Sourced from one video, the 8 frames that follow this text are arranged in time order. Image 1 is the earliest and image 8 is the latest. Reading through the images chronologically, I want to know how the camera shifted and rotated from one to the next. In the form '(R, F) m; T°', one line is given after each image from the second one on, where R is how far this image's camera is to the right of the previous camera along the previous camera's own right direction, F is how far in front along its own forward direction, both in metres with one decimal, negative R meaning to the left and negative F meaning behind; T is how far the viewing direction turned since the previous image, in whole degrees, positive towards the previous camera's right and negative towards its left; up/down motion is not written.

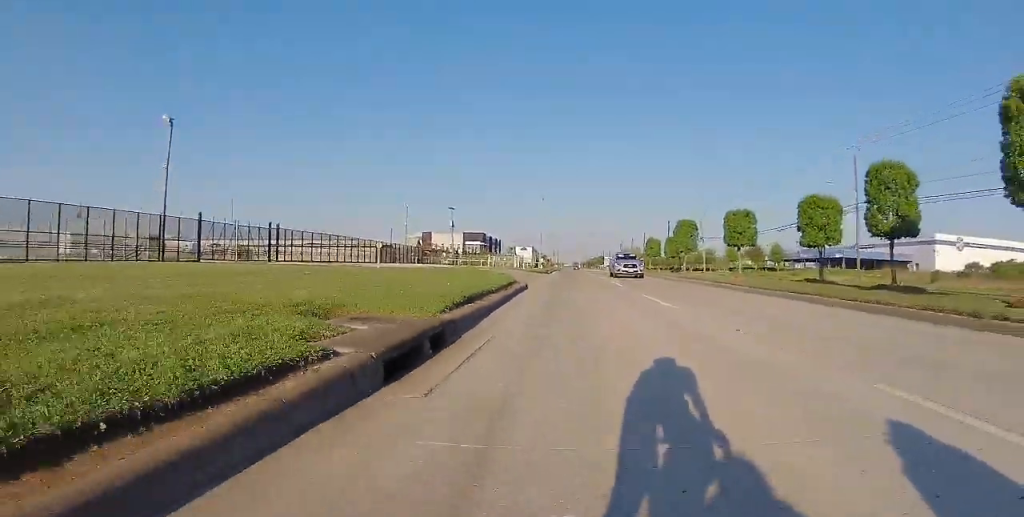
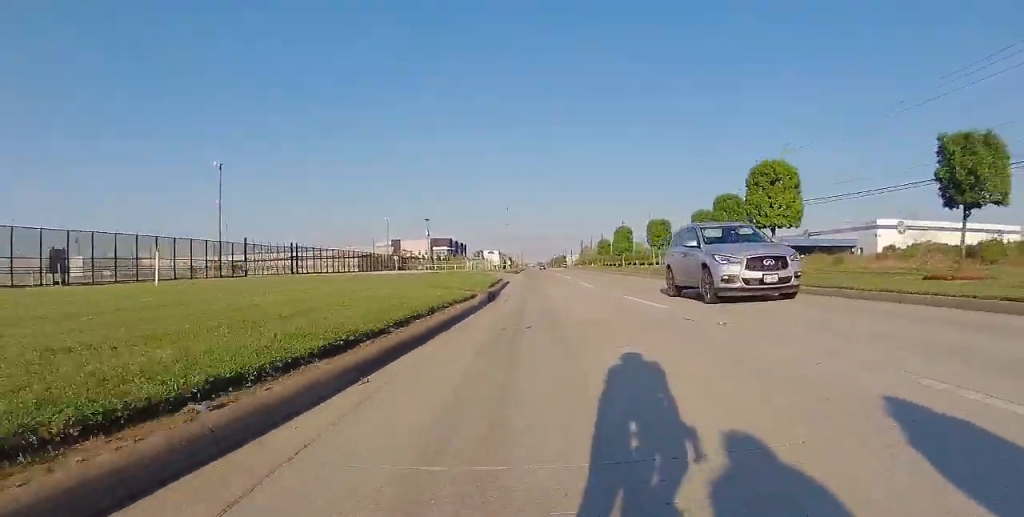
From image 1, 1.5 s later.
(+0.2, +11.7) m; +1°
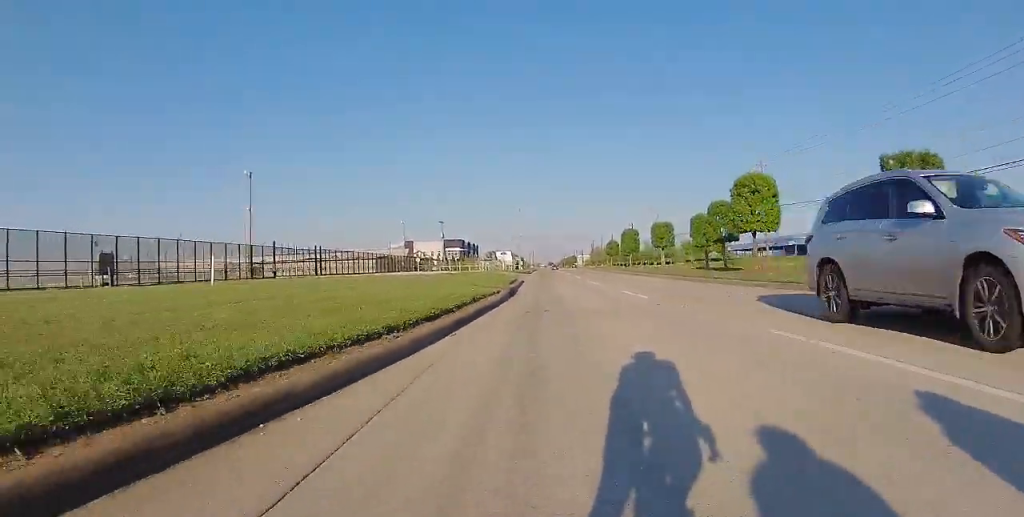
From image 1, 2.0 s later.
(0.0, +3.2) m; 0°
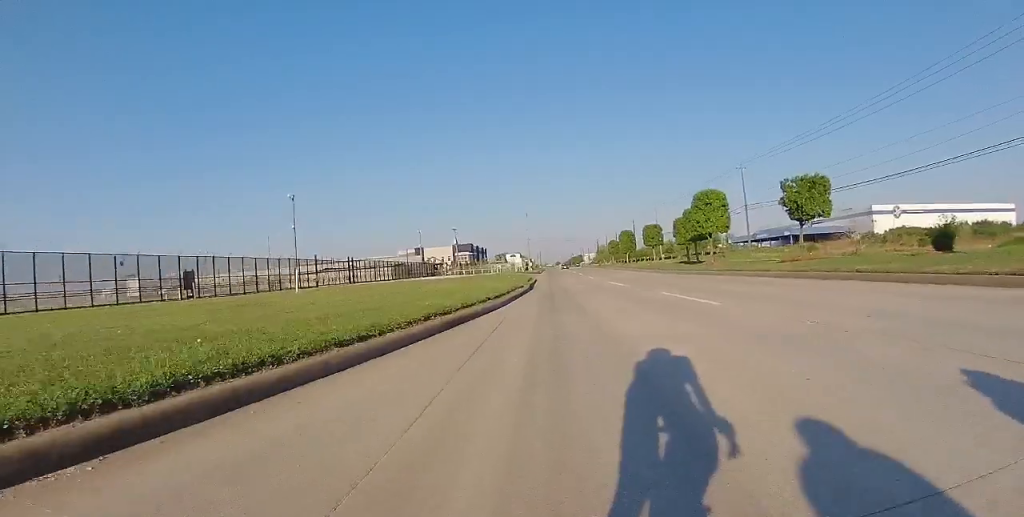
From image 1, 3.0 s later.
(0.0, +7.9) m; 0°
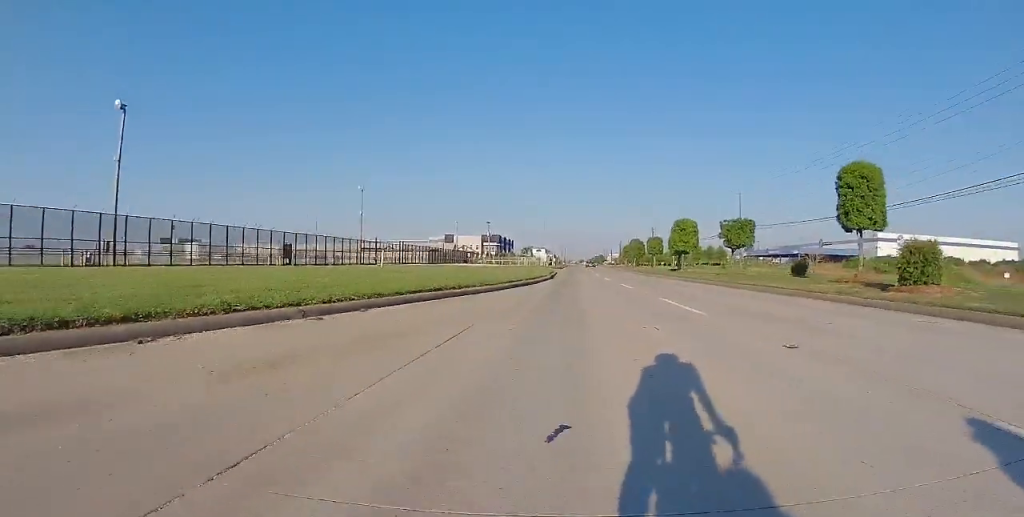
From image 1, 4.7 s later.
(-0.6, +12.5) m; -4°
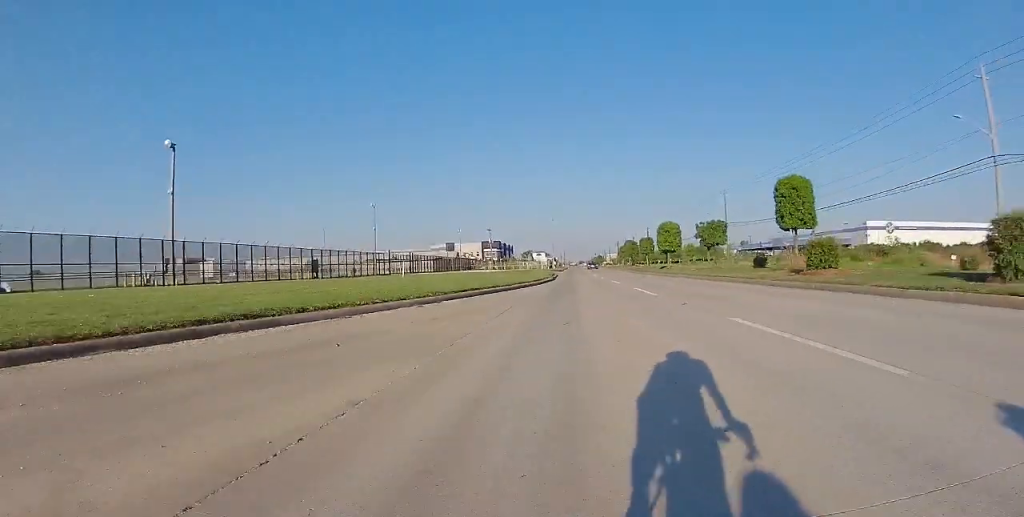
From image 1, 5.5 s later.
(-0.1, +5.9) m; 0°
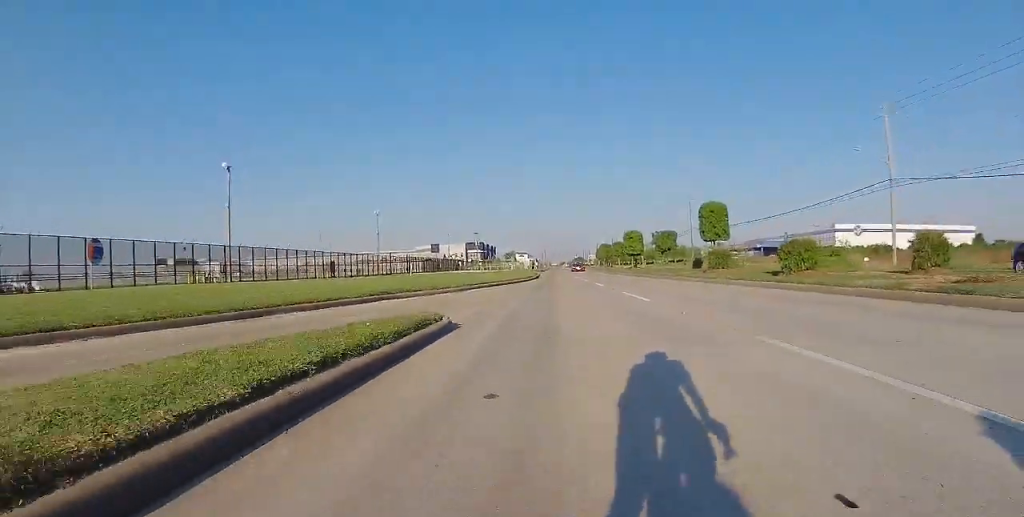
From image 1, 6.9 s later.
(+0.1, +9.8) m; 0°
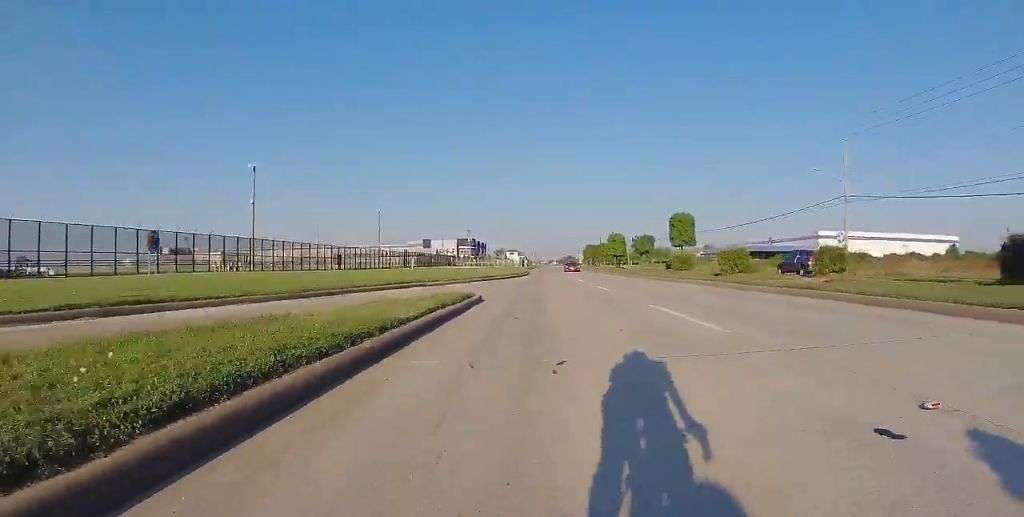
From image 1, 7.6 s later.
(0.0, +5.6) m; +2°
